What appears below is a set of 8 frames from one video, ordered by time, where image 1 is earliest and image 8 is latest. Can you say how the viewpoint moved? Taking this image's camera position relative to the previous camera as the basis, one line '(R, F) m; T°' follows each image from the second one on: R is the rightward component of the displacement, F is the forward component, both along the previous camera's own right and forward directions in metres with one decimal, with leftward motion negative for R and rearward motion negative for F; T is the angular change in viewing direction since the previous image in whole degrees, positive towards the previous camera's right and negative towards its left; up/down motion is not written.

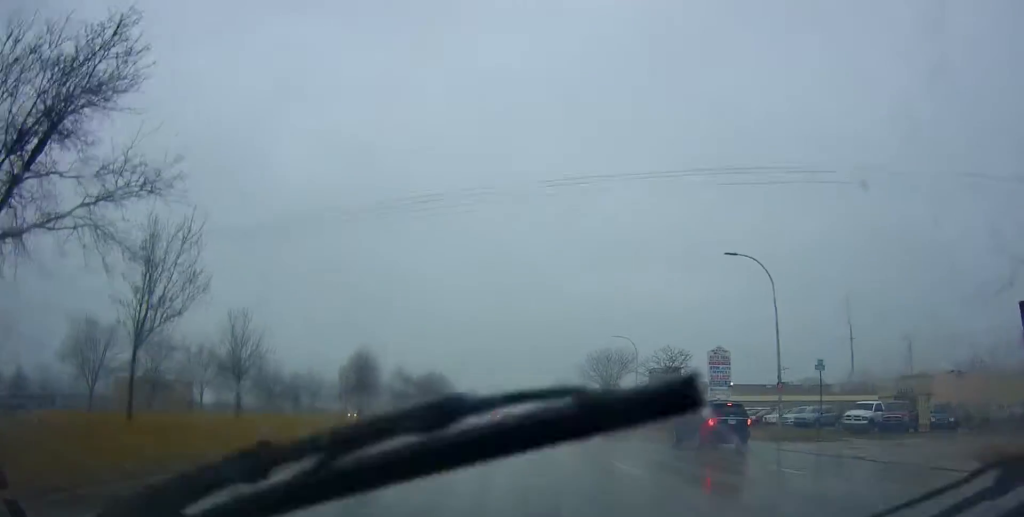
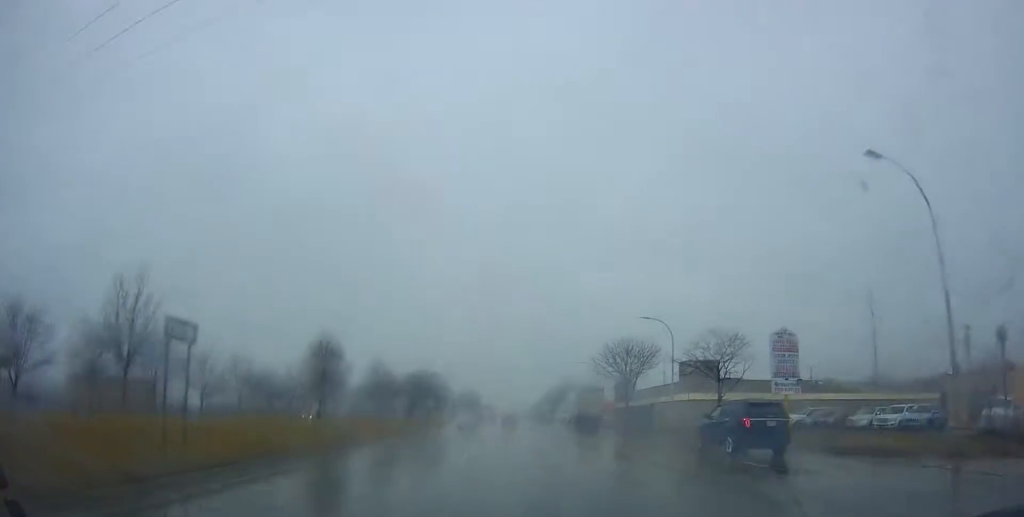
(-0.2, +12.9) m; -1°
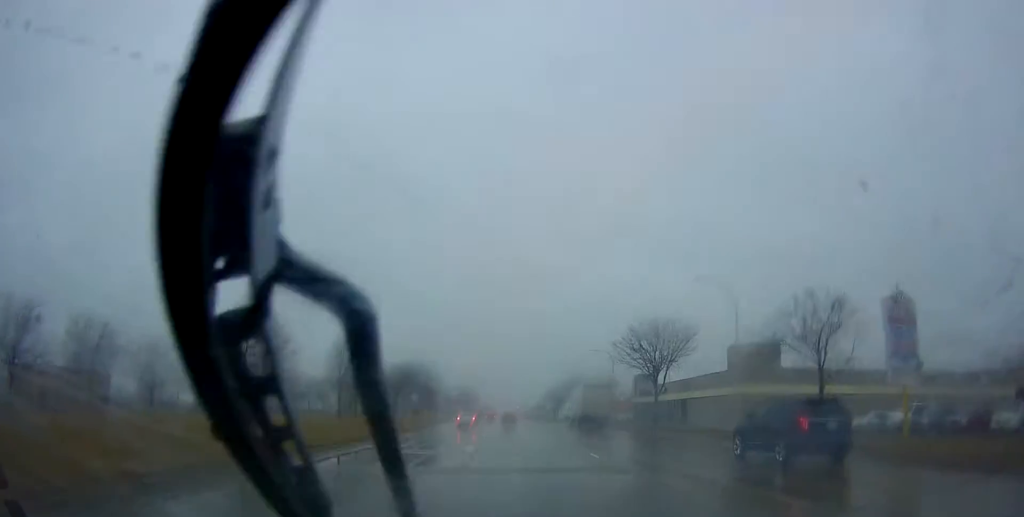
(-0.2, +13.5) m; -1°
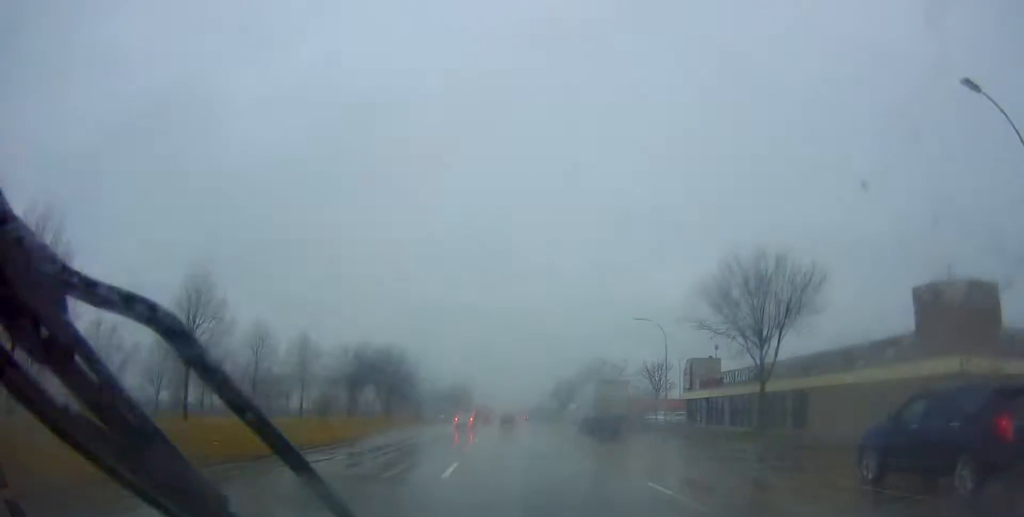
(+0.3, +23.5) m; +3°
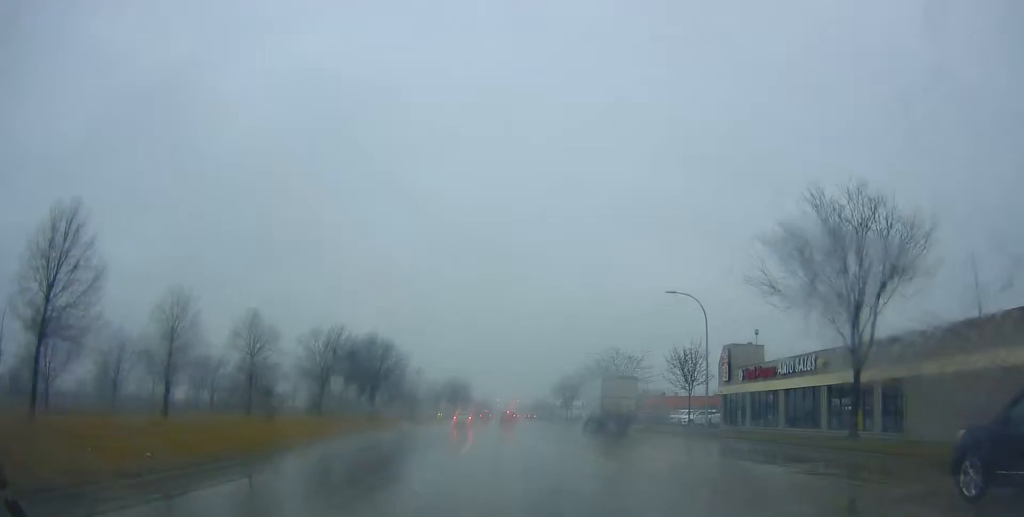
(0.0, +9.5) m; +2°
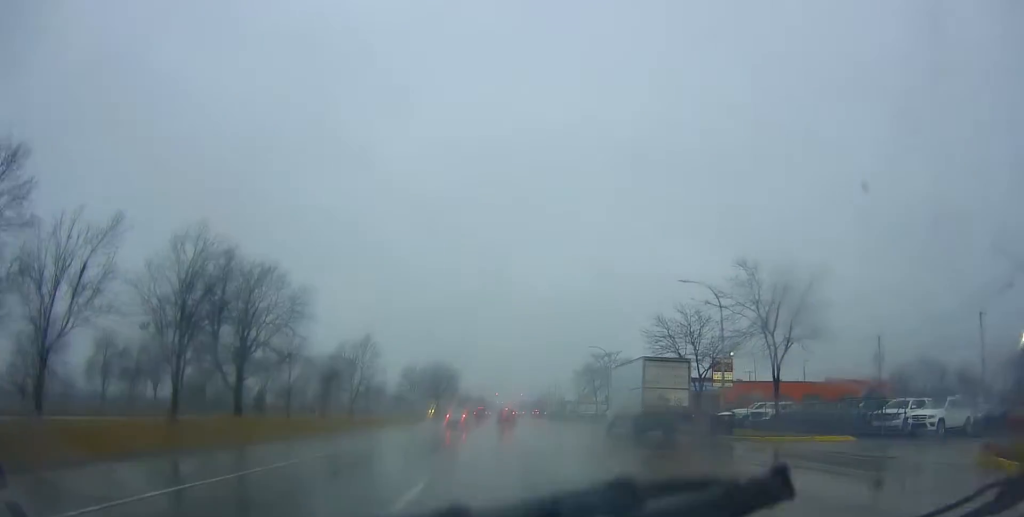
(-1.3, +40.0) m; -3°
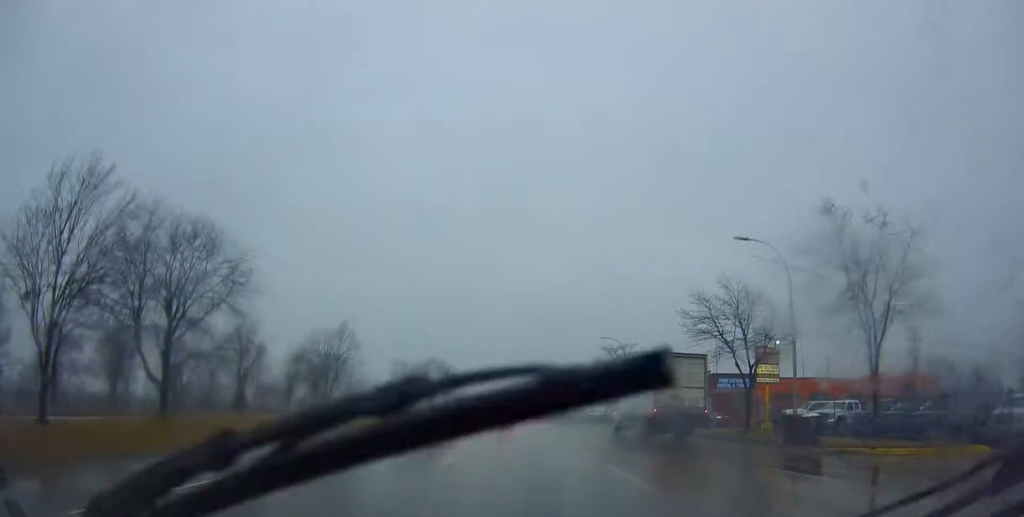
(0.0, +9.4) m; +2°
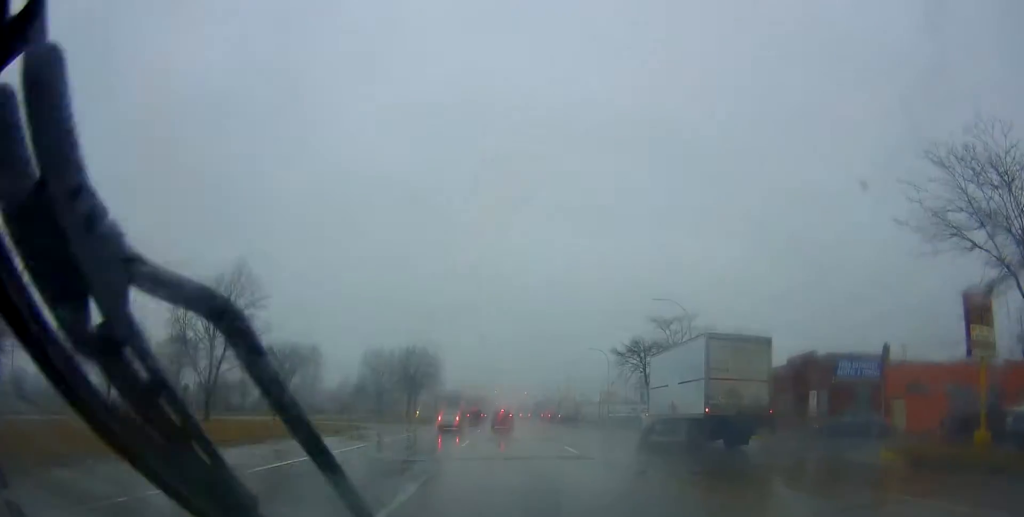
(+0.3, +22.0) m; 0°
